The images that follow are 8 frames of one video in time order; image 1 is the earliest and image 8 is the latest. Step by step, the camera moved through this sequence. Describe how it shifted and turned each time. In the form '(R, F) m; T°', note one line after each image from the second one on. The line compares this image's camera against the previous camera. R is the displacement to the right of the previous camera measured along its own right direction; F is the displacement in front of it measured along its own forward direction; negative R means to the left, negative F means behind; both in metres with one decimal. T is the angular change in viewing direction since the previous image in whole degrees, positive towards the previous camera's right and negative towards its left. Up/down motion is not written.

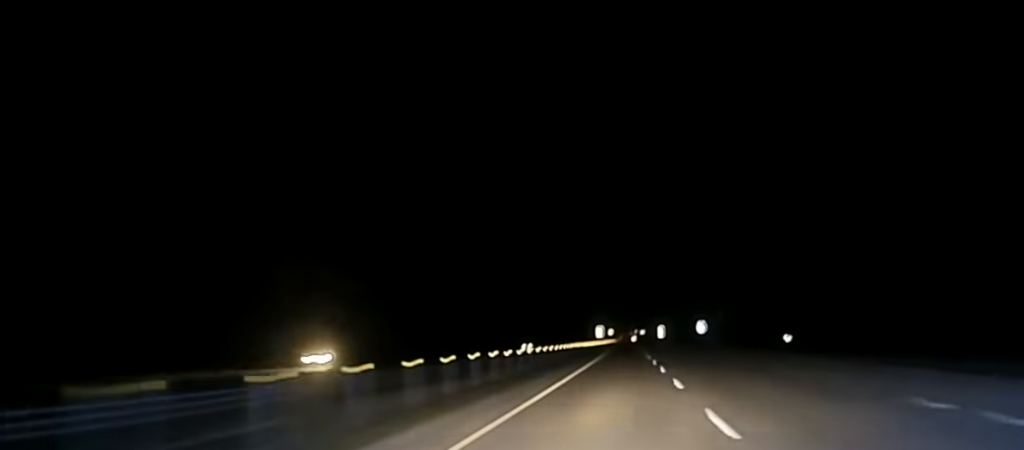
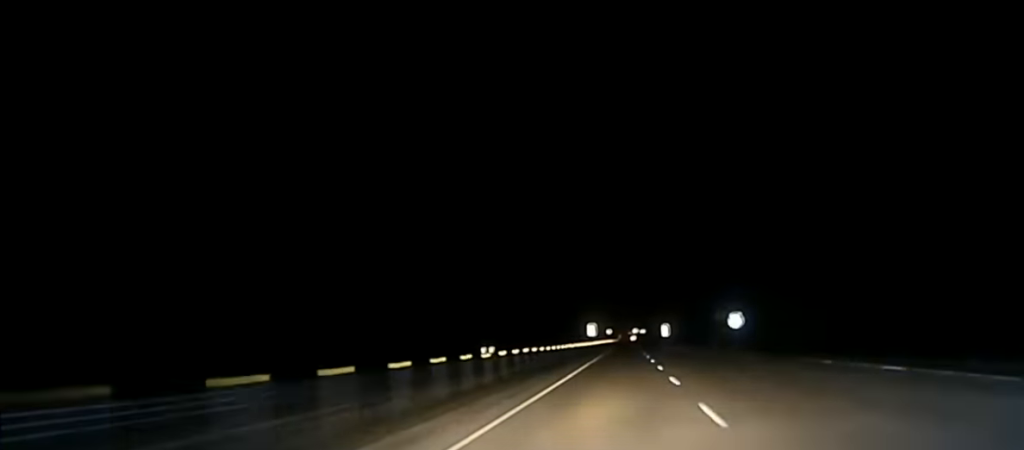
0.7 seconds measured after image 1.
(-0.1, +49.6) m; 0°
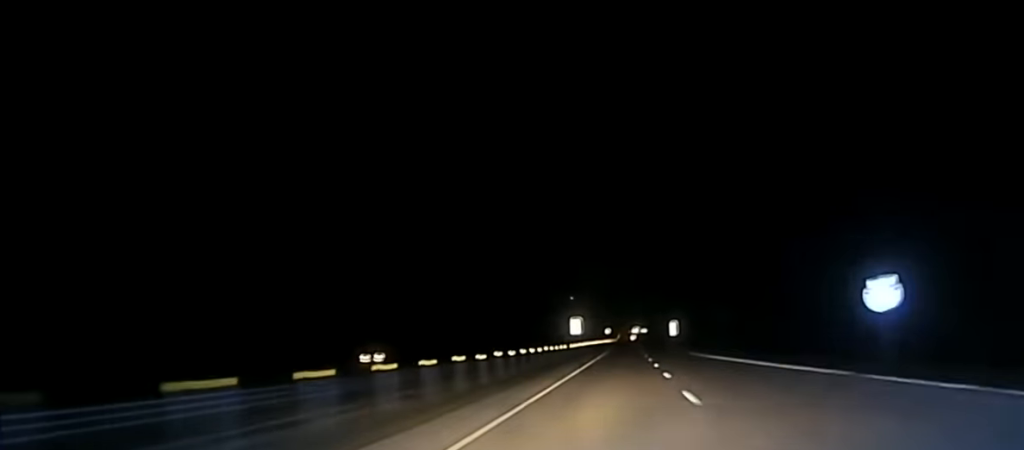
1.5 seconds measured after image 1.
(0.0, +60.3) m; 0°
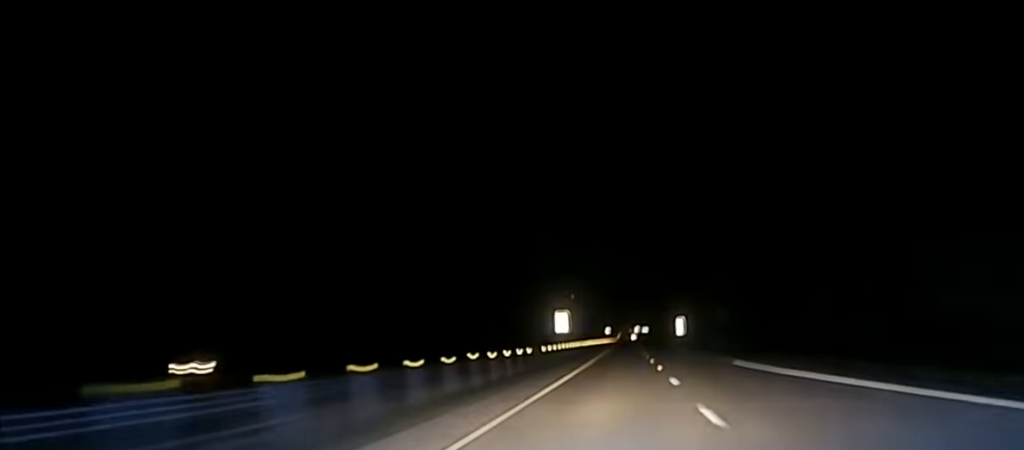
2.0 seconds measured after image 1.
(+0.1, +32.3) m; 0°
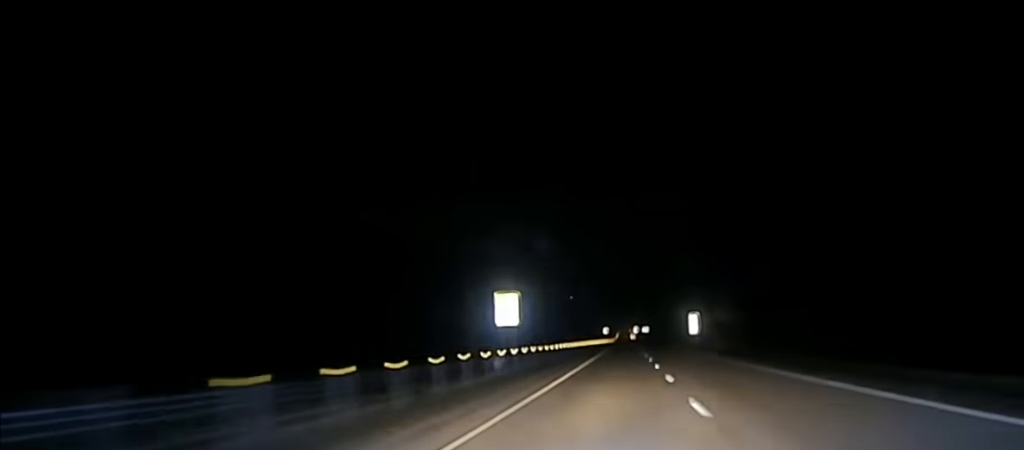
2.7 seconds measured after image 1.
(+0.1, +48.2) m; 0°
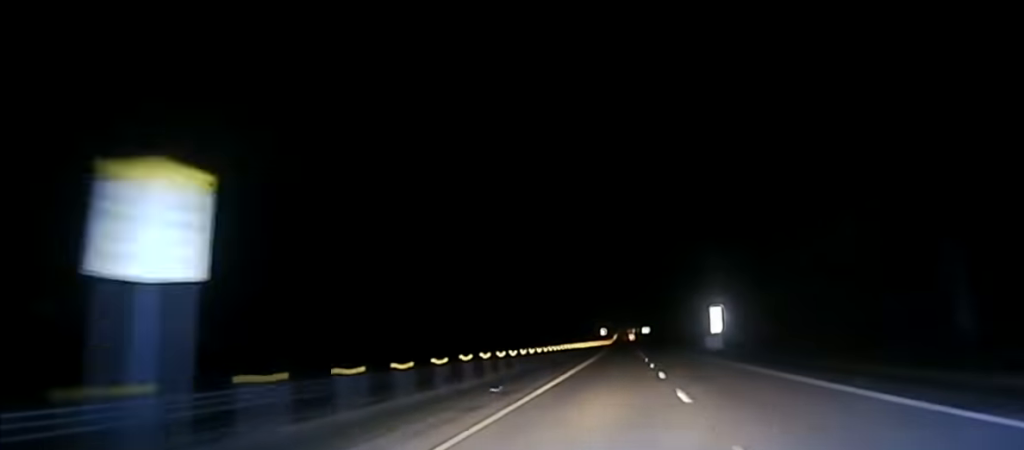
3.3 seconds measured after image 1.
(0.0, +41.5) m; 0°
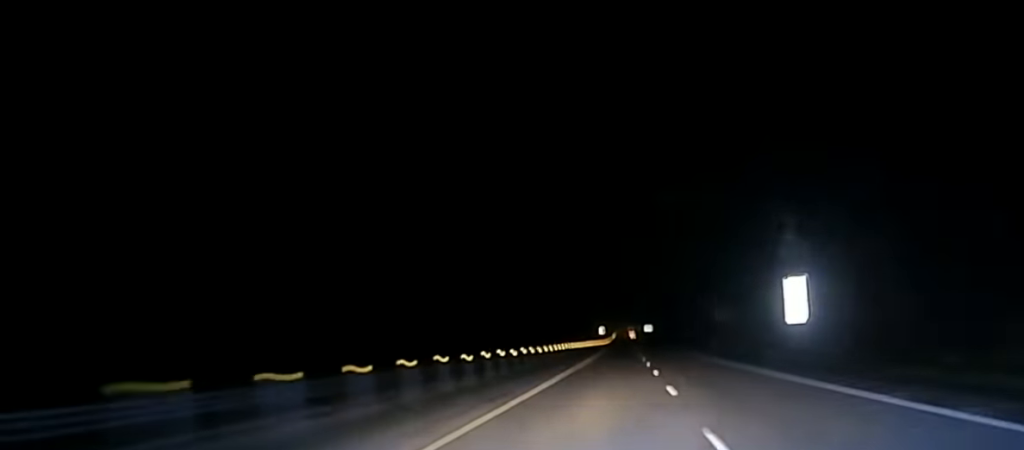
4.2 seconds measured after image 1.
(-0.1, +54.0) m; 0°
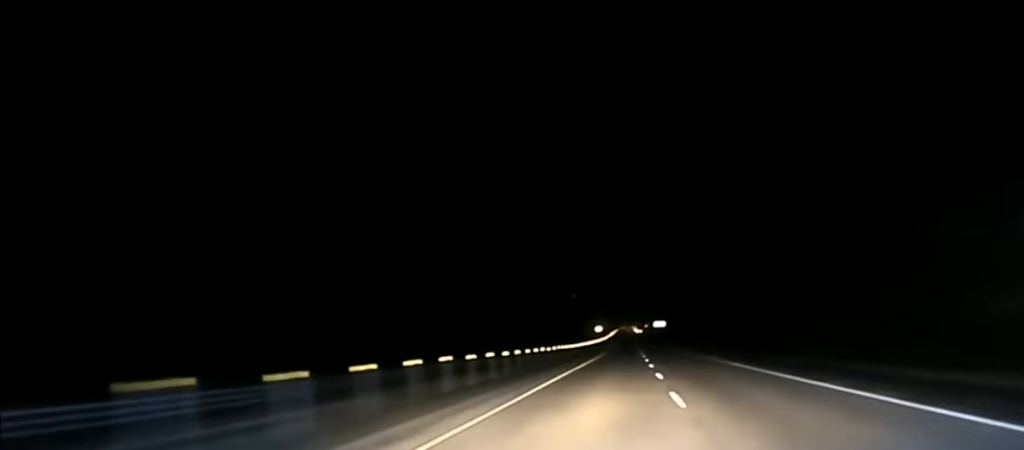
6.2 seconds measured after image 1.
(-0.1, +131.5) m; 0°
